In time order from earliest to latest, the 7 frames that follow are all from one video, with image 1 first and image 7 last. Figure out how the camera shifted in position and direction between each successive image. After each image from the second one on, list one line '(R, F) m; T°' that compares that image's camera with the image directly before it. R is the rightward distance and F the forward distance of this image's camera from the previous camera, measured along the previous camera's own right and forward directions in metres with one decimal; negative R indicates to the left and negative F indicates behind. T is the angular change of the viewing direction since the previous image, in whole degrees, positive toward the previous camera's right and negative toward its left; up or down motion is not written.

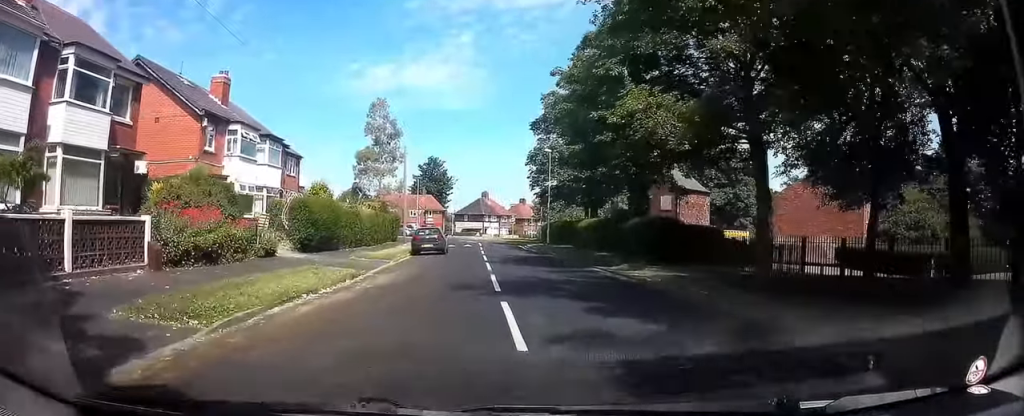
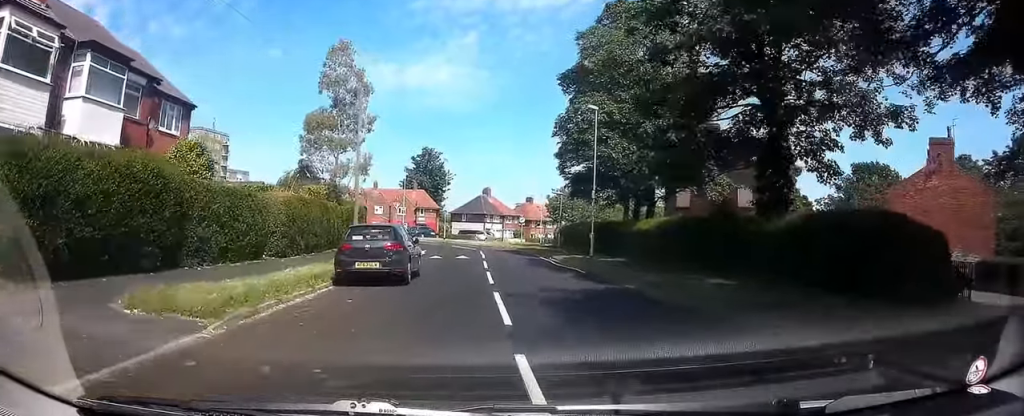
(+0.6, +15.9) m; +8°
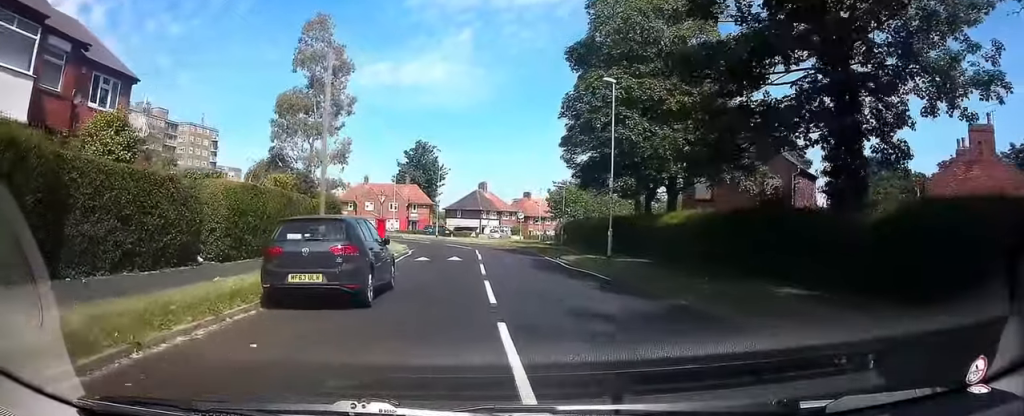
(0.0, +4.6) m; 0°
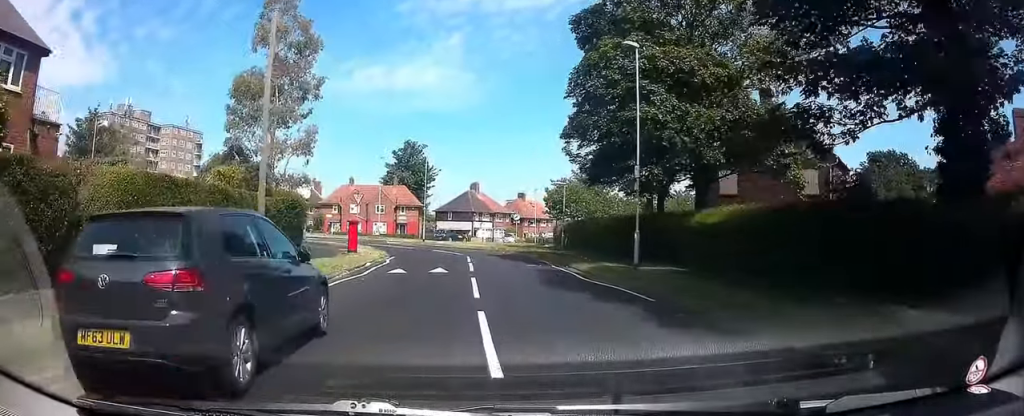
(0.0, +5.1) m; -1°
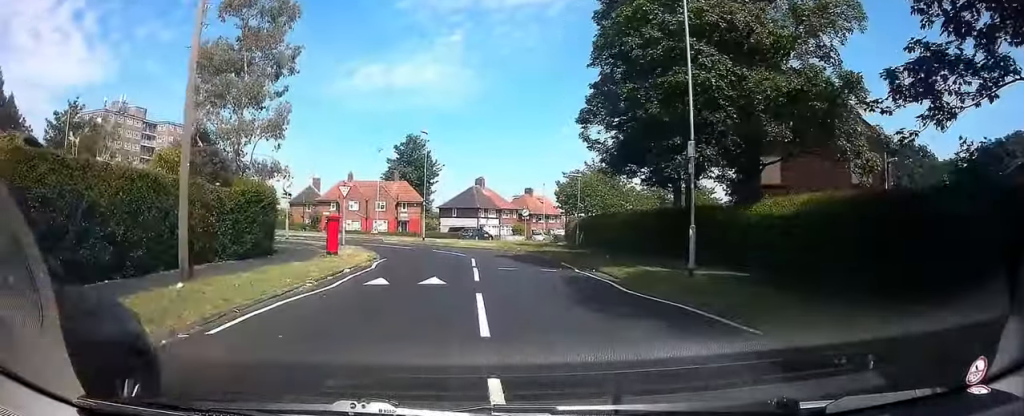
(0.0, +4.5) m; -1°
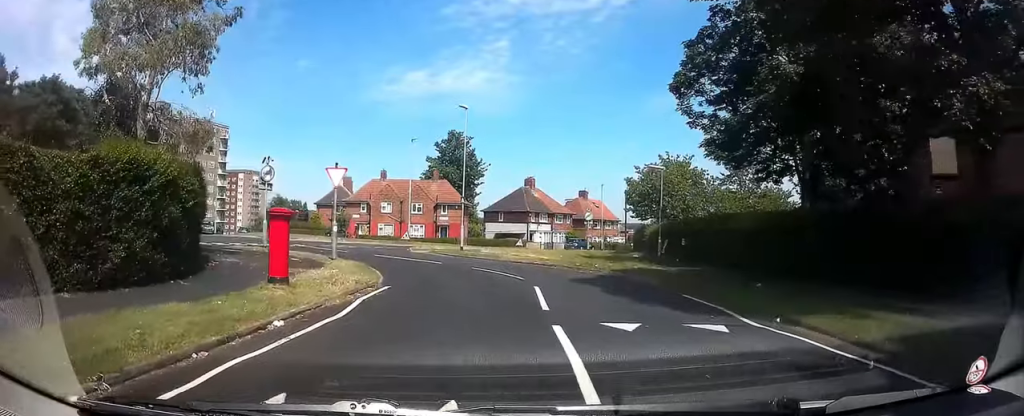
(-0.4, +10.1) m; -5°
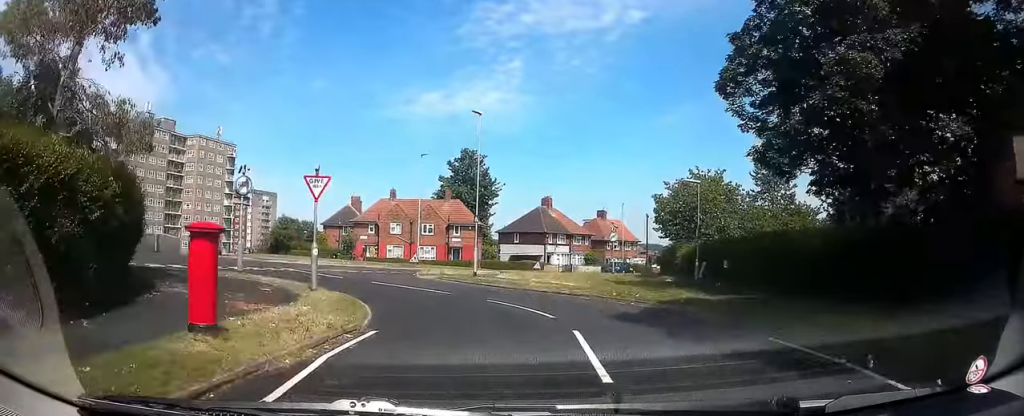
(-0.1, +4.0) m; -2°
